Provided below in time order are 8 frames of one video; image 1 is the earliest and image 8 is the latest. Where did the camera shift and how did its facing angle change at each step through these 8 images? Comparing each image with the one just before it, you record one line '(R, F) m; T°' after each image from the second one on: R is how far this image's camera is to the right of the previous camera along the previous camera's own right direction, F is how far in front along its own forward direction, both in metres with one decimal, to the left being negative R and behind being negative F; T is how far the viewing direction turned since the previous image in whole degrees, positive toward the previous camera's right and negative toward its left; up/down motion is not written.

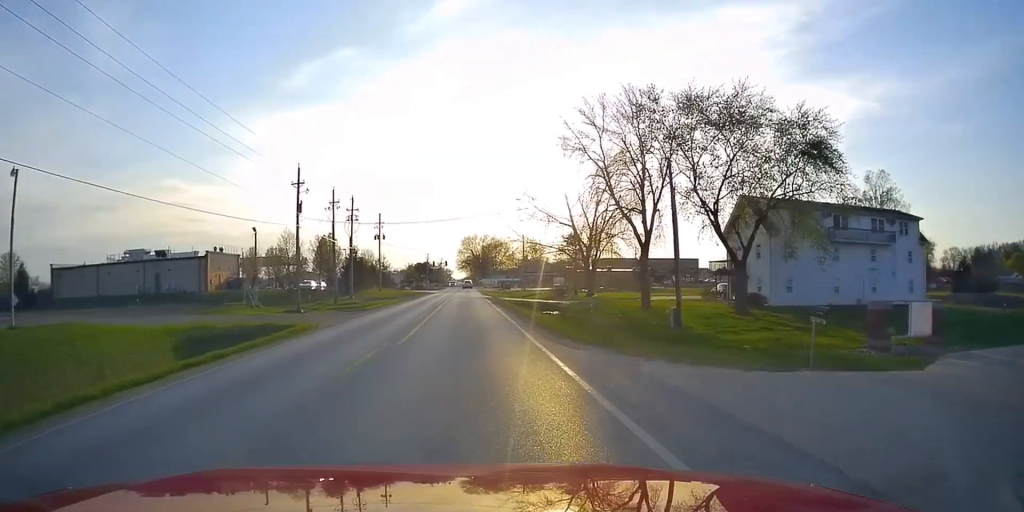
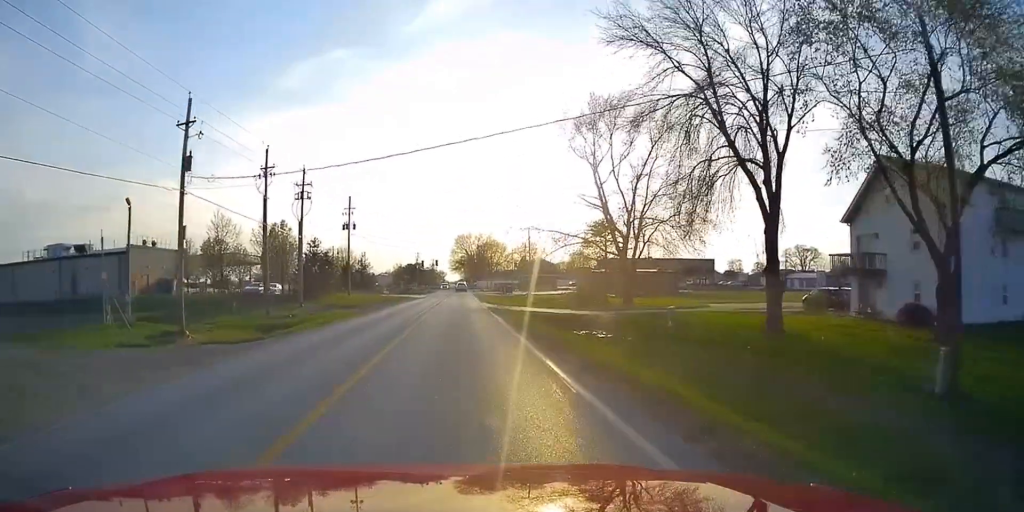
(+0.8, +19.6) m; +2°
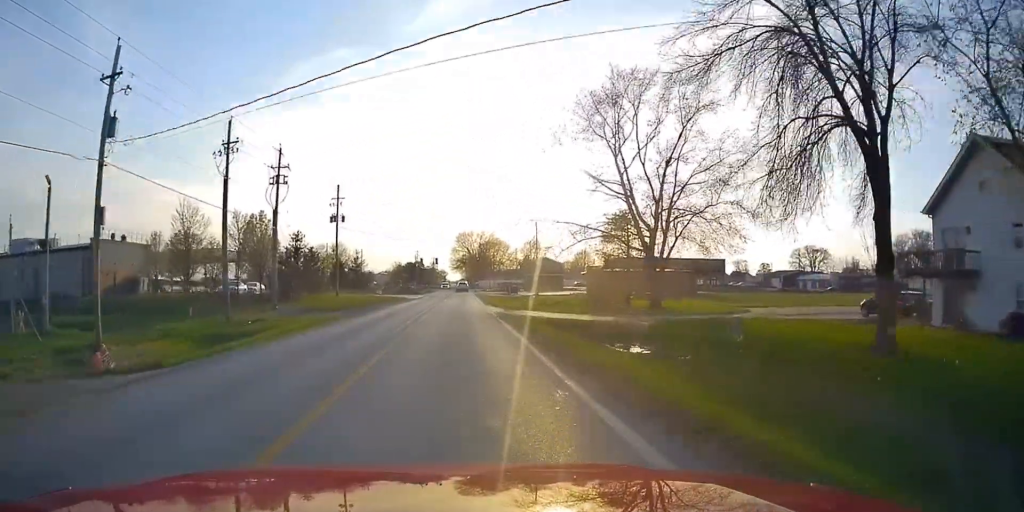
(-0.3, +7.4) m; -2°
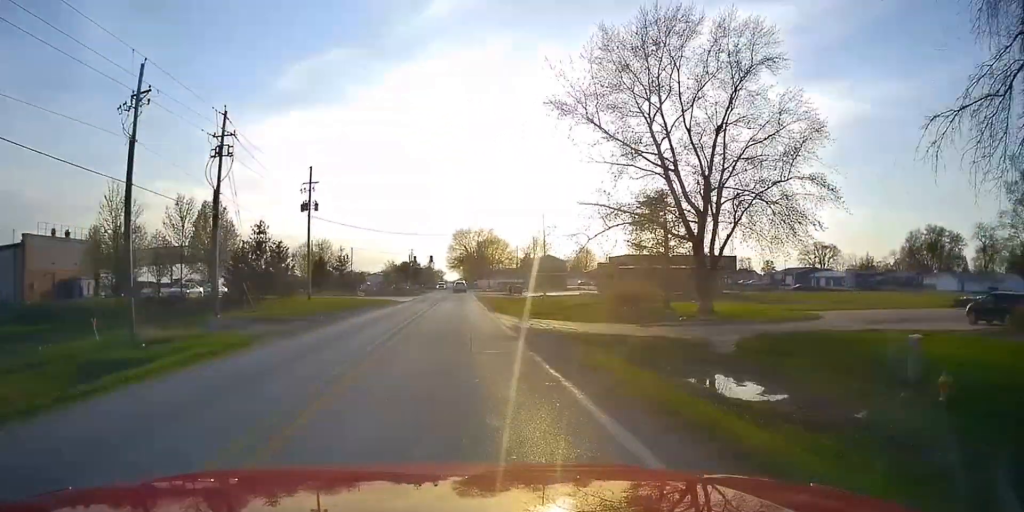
(-0.2, +10.6) m; -1°
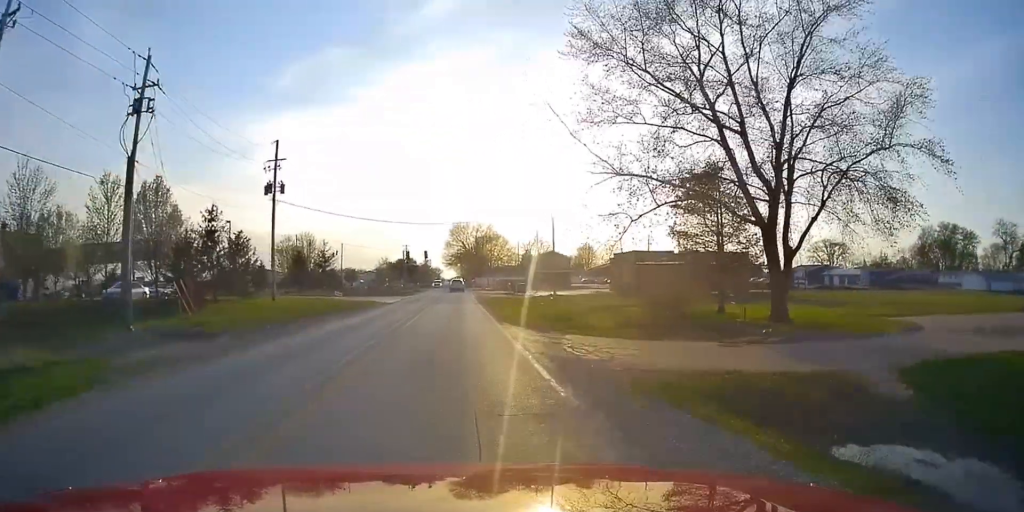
(0.0, +9.5) m; 0°
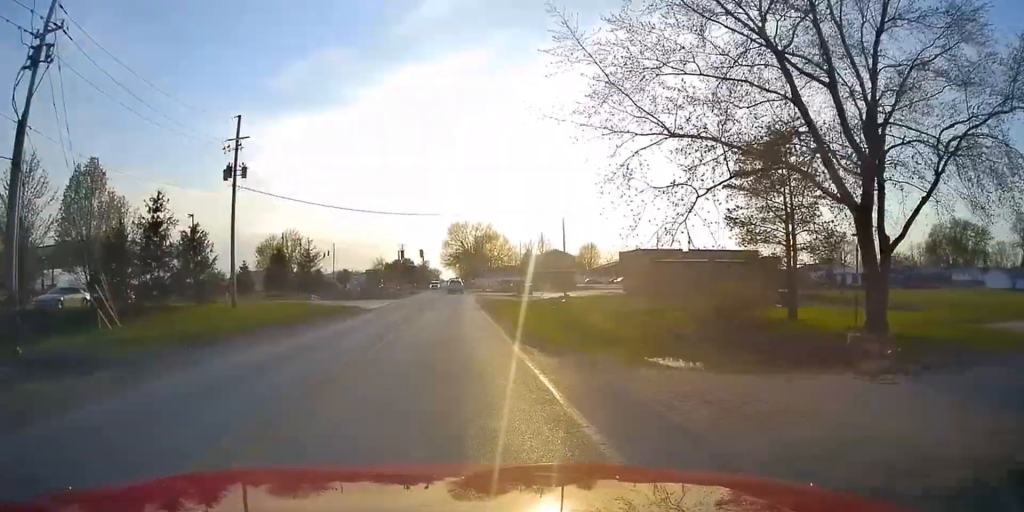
(0.0, +7.5) m; 0°
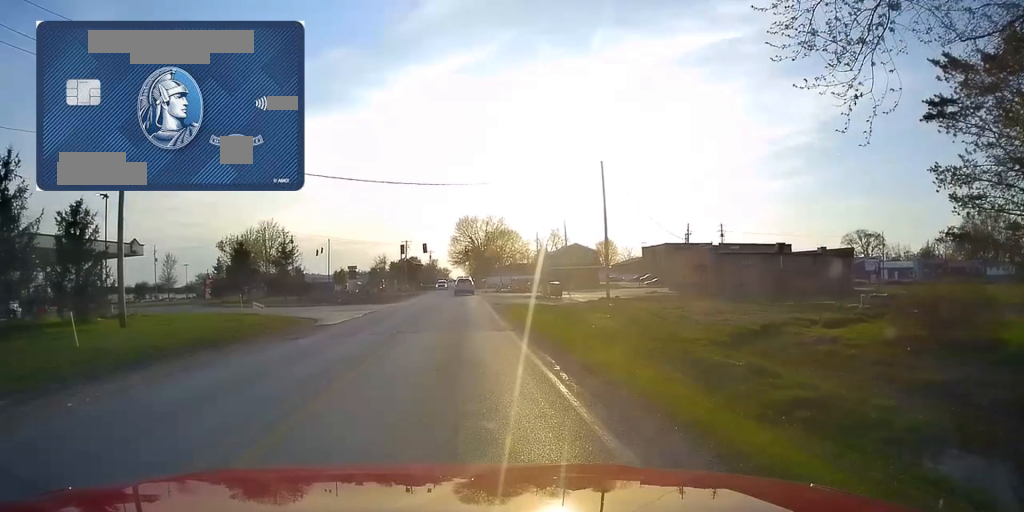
(0.0, +13.4) m; 0°
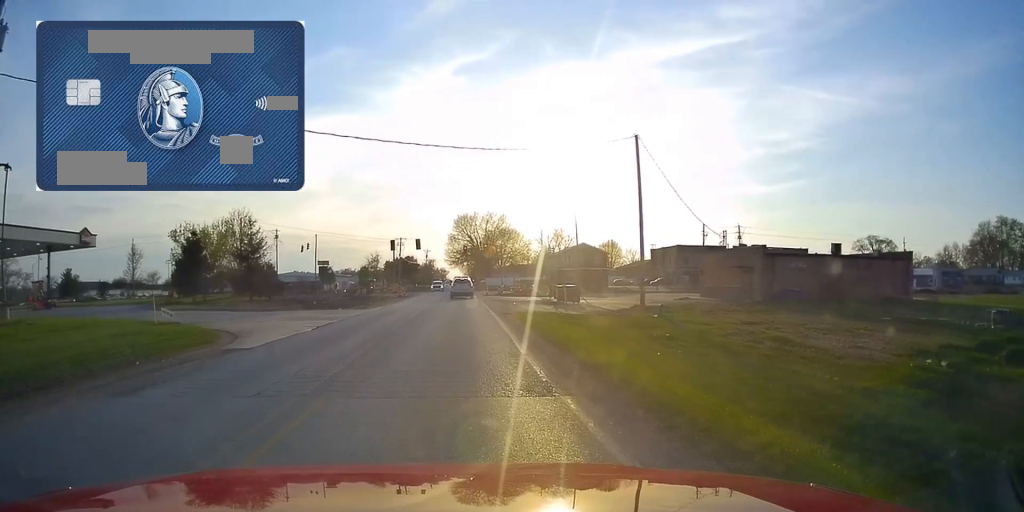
(0.0, +9.2) m; +1°
